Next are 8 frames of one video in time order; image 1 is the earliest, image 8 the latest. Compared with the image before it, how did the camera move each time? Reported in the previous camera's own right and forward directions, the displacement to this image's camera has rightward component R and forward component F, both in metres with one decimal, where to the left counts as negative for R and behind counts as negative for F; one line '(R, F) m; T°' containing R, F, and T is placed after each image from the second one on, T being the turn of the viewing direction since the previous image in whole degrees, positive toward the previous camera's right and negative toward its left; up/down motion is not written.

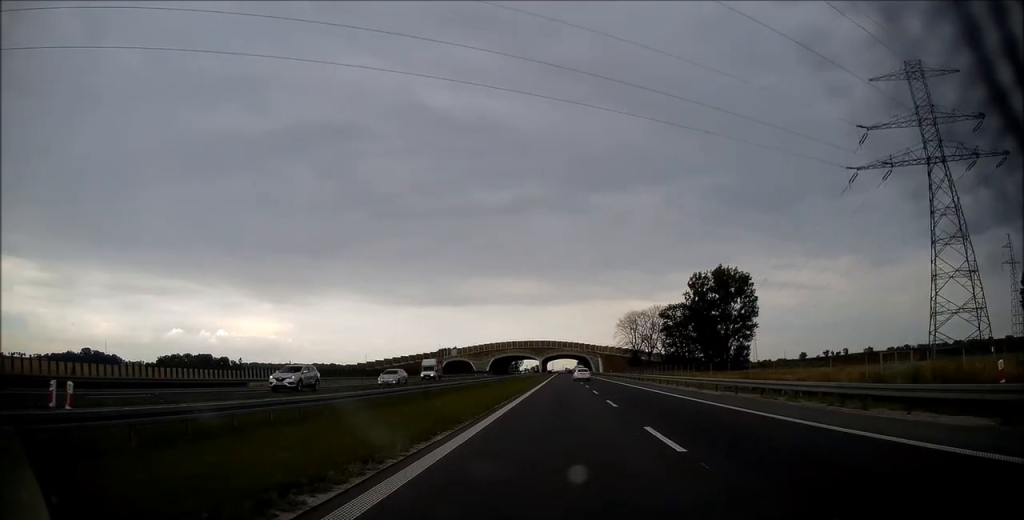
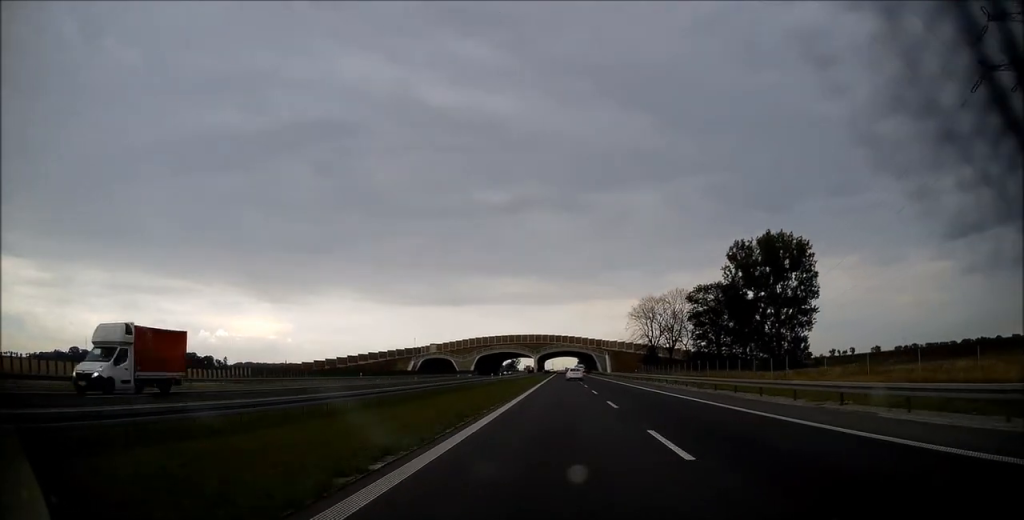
(+0.1, +36.1) m; 0°
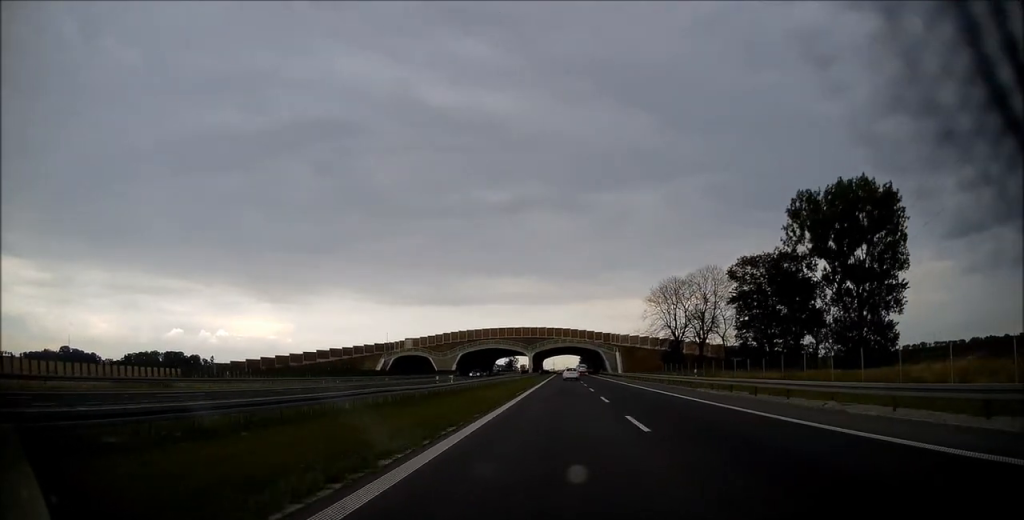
(+0.1, +31.3) m; 0°
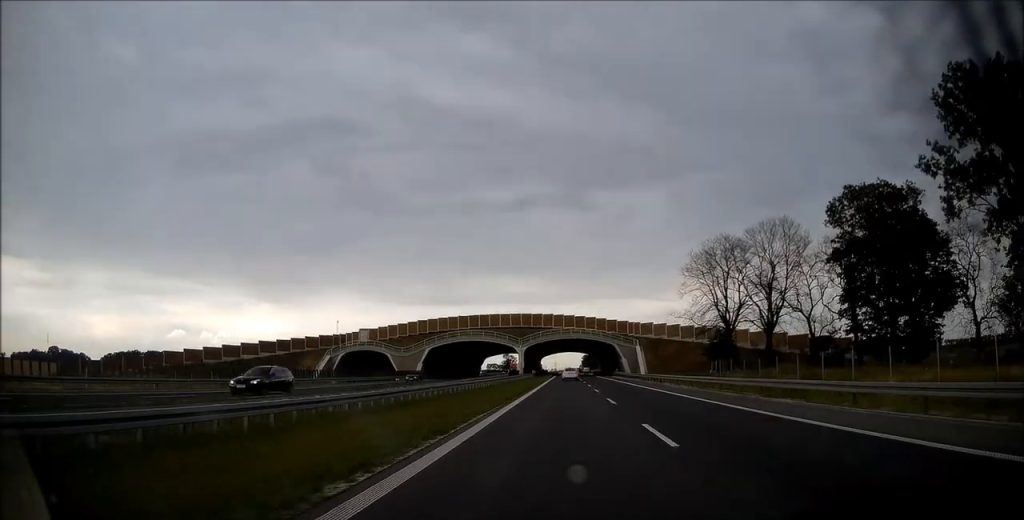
(-0.2, +37.4) m; 0°
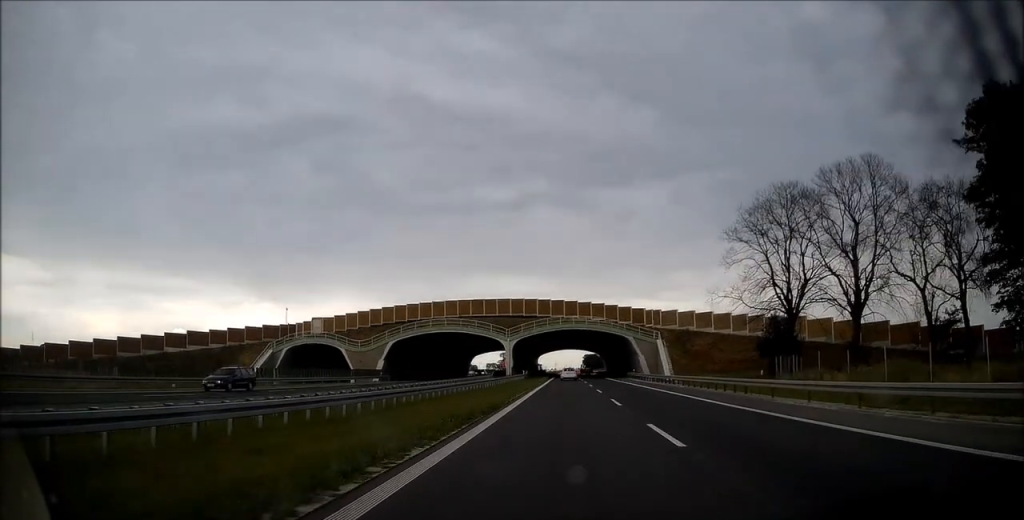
(0.0, +24.1) m; 0°
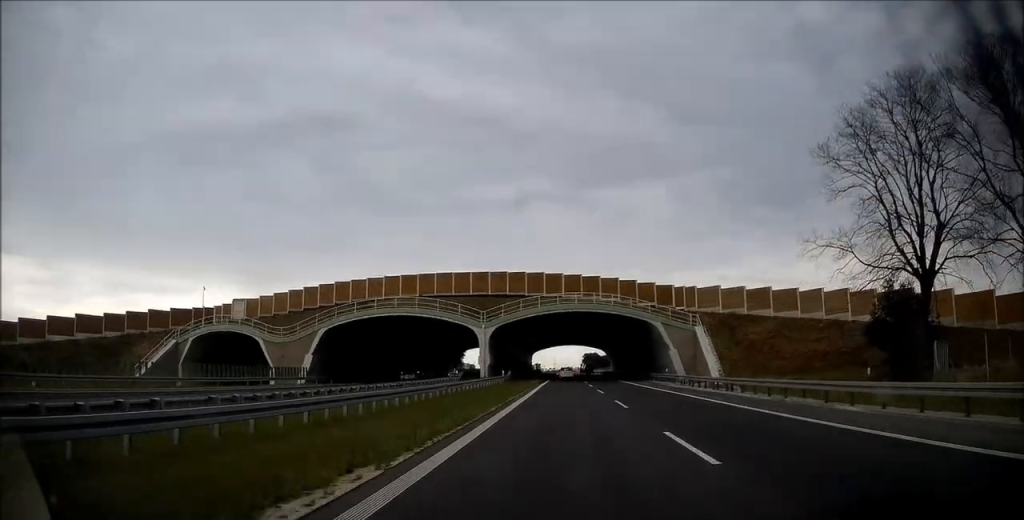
(+0.2, +25.3) m; 0°
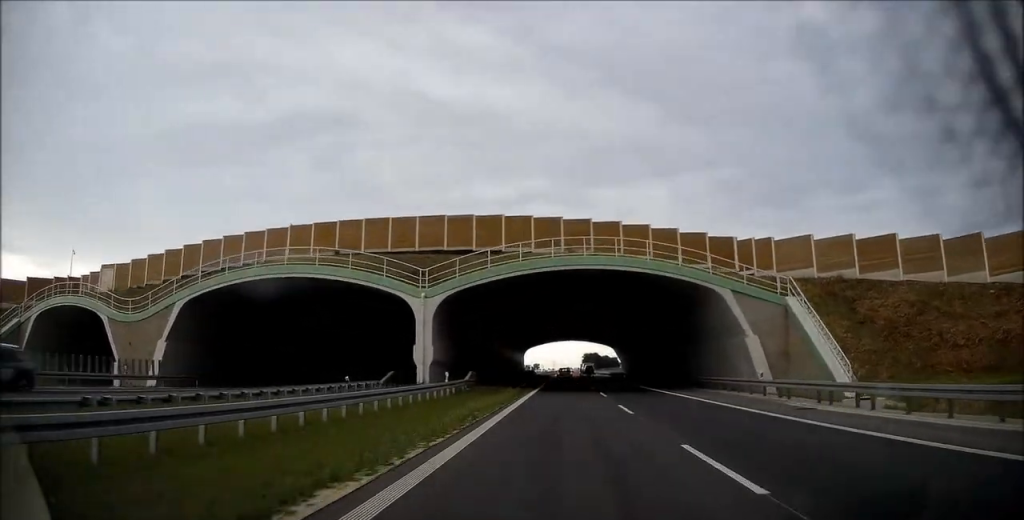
(-0.2, +25.3) m; 0°
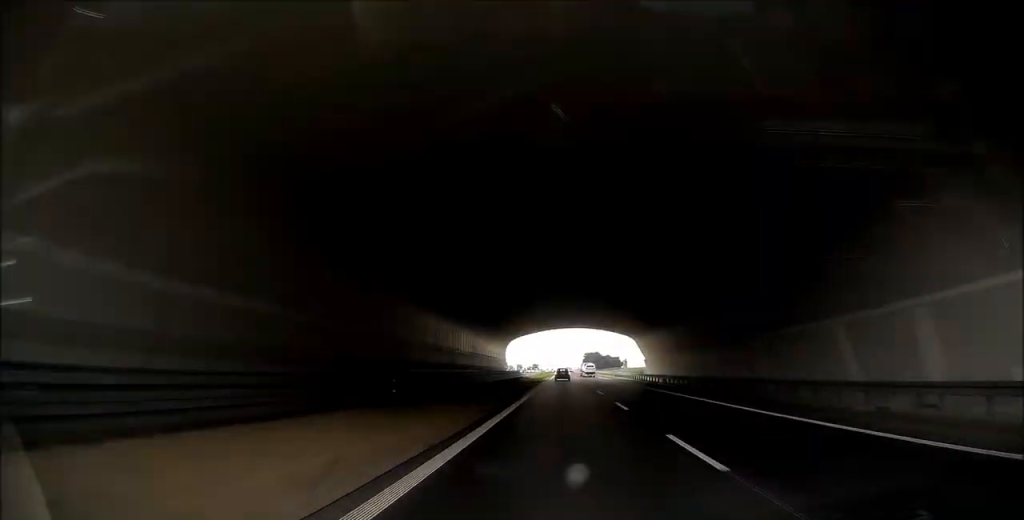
(+0.1, +33.6) m; 0°
